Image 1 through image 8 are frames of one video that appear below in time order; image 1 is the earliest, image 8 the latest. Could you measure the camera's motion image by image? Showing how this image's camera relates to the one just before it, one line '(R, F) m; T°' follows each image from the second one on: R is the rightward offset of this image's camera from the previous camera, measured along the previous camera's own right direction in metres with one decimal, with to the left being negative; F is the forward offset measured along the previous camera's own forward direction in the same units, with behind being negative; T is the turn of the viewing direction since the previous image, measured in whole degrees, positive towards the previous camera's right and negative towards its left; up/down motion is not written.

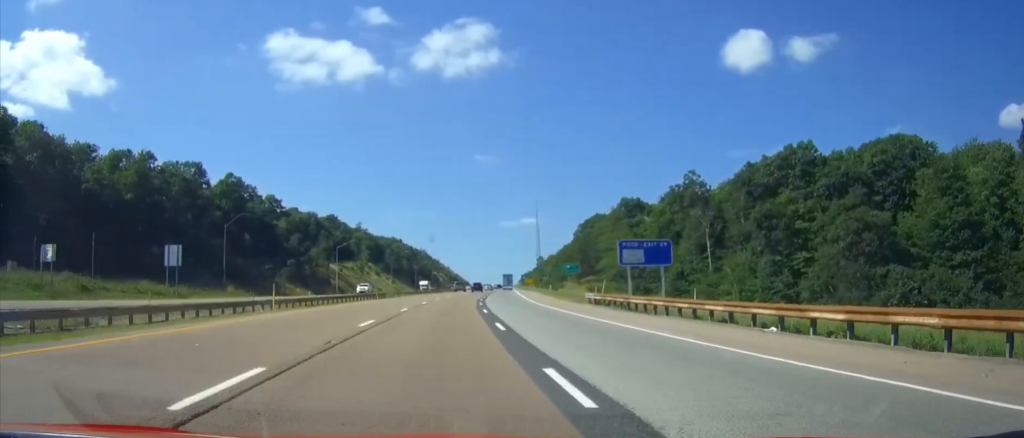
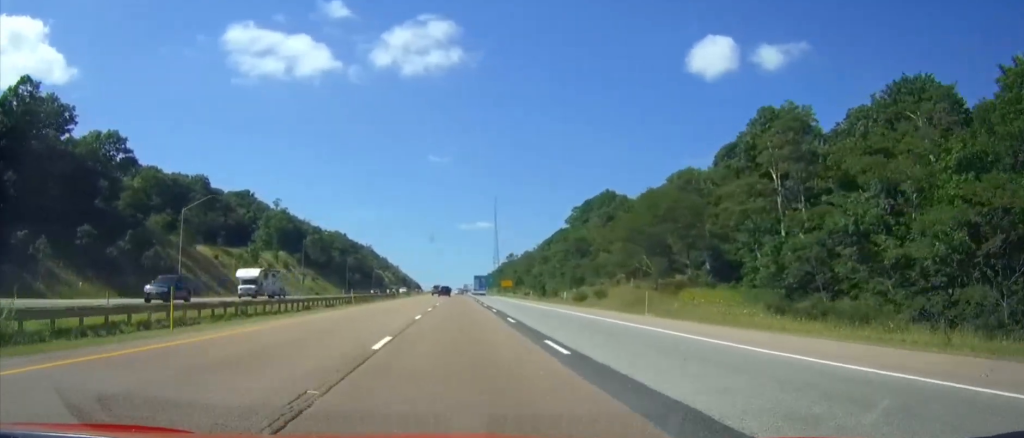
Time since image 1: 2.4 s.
(+2.7, +79.6) m; +4°
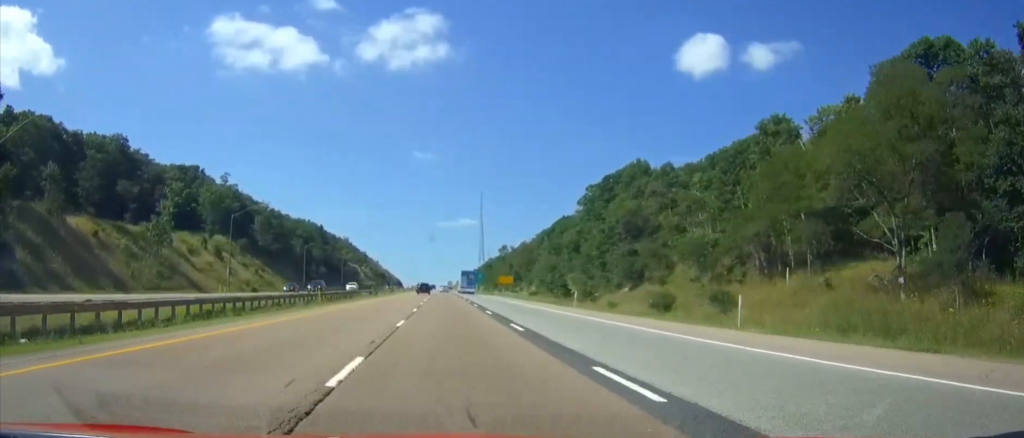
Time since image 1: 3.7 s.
(+0.5, +42.2) m; +1°
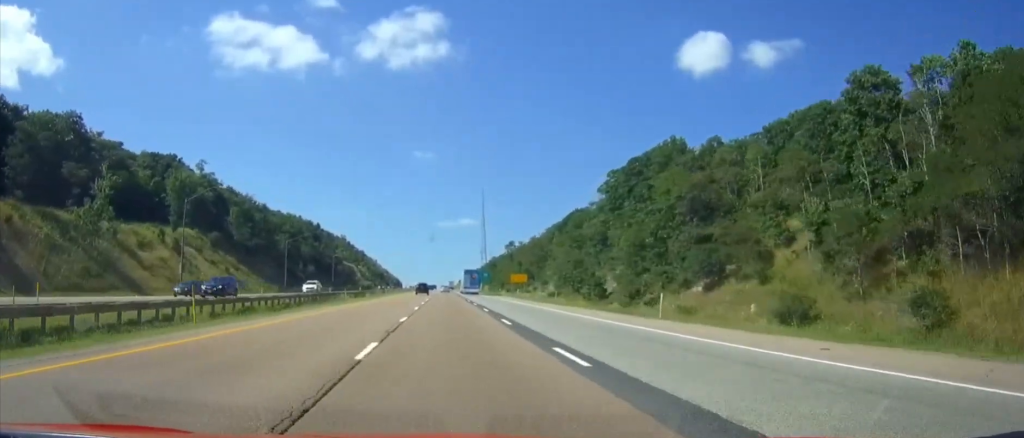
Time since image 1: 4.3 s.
(0.0, +21.1) m; 0°
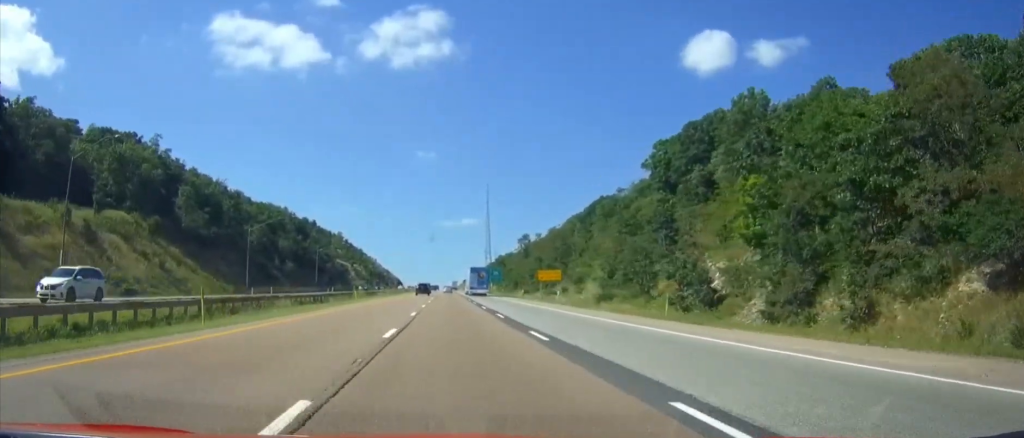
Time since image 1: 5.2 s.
(0.0, +31.2) m; 0°
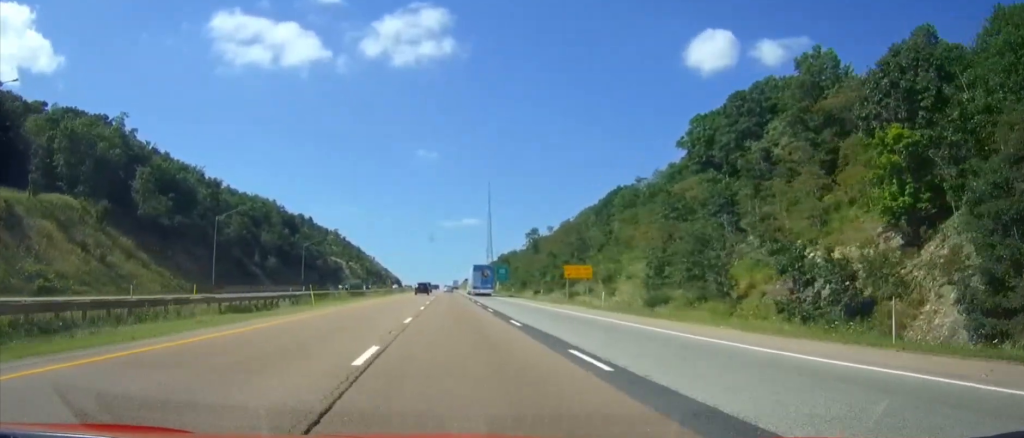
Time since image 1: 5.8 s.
(0.0, +17.8) m; 0°
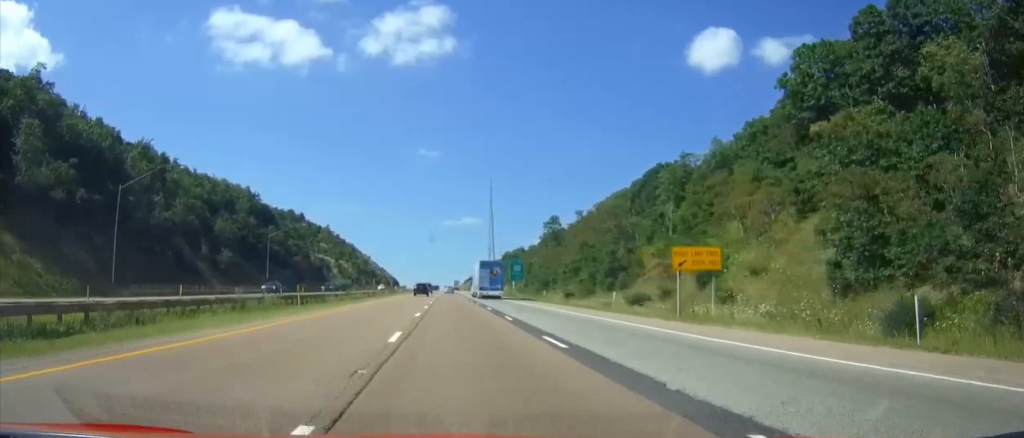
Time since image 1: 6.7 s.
(0.0, +32.3) m; 0°
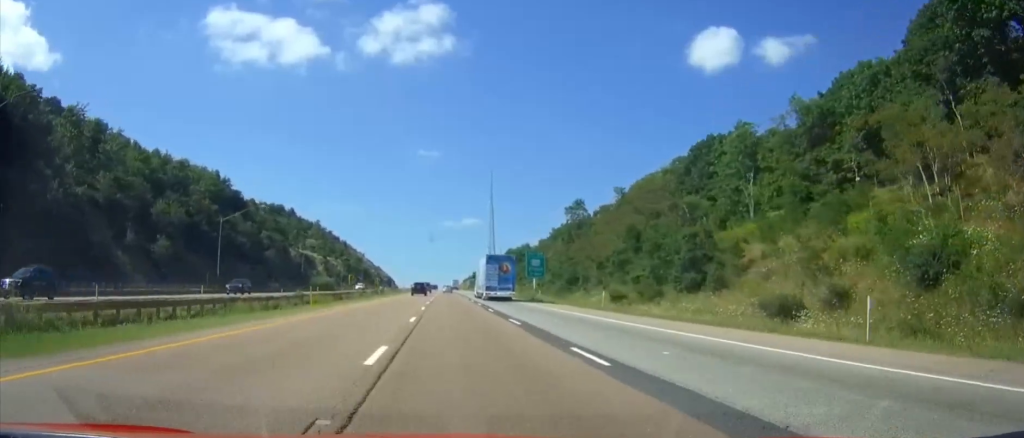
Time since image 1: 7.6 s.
(0.0, +27.9) m; 0°
